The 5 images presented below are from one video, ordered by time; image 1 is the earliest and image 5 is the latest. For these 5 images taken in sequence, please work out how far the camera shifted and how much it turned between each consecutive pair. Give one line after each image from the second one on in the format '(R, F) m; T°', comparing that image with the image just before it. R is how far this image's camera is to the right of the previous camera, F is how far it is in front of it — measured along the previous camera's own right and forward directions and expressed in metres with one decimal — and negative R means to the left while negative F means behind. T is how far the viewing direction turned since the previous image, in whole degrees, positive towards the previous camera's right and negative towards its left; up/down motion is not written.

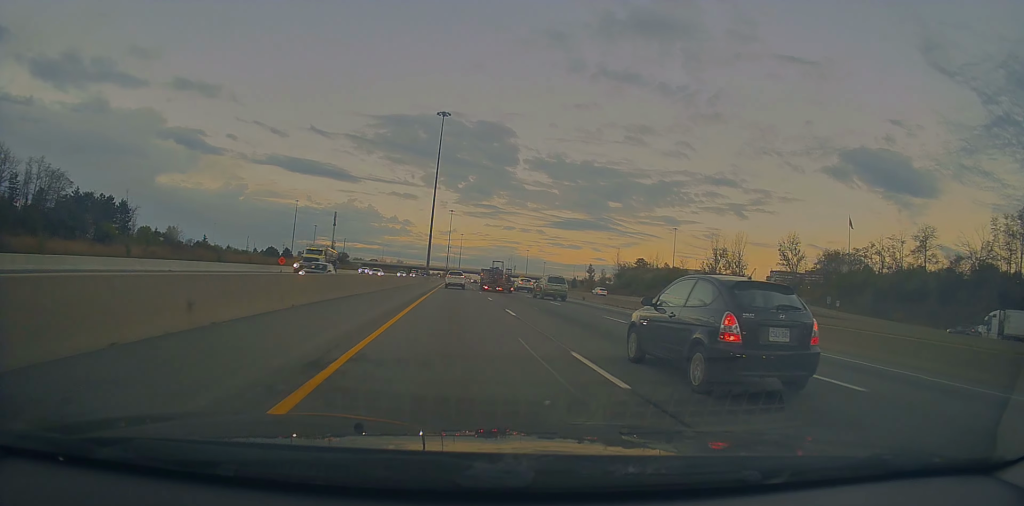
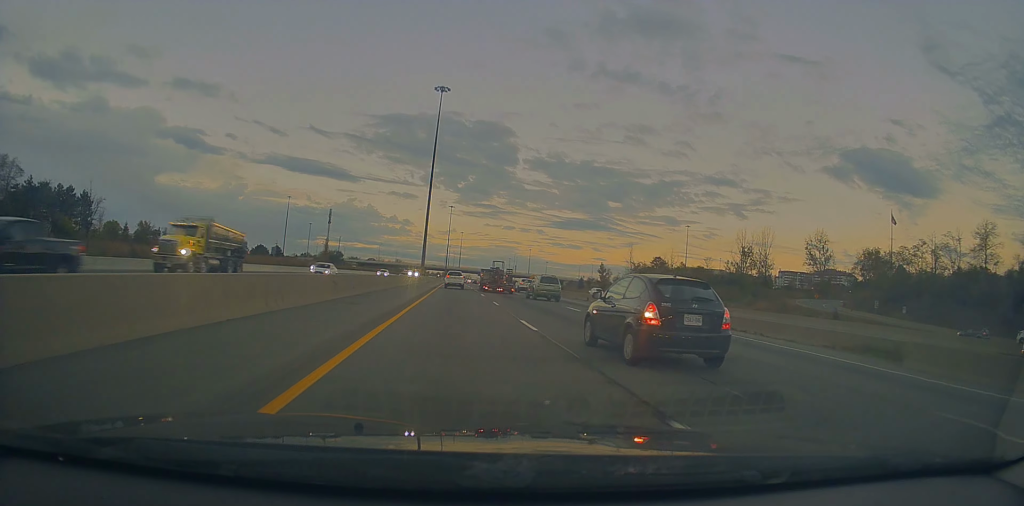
(-0.5, +17.2) m; 0°
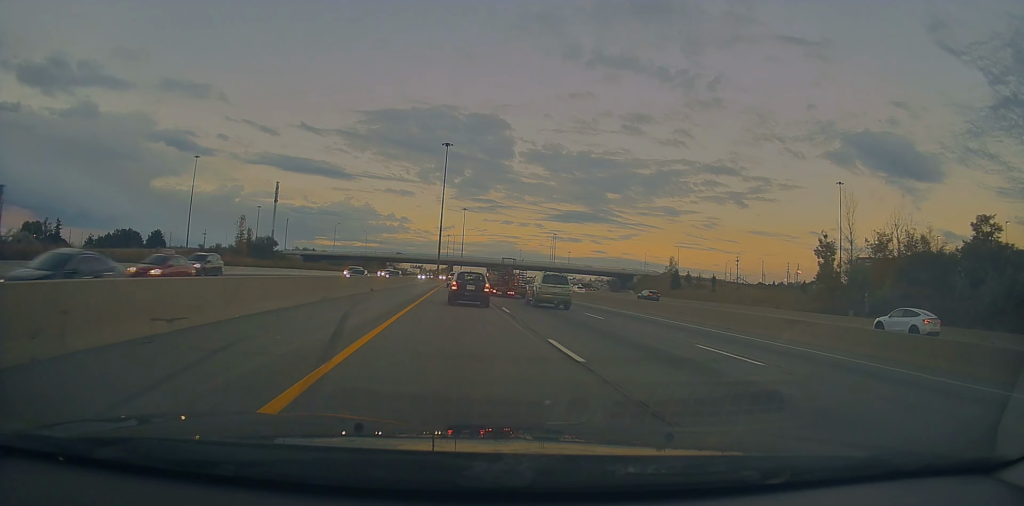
(+0.6, +126.1) m; 0°
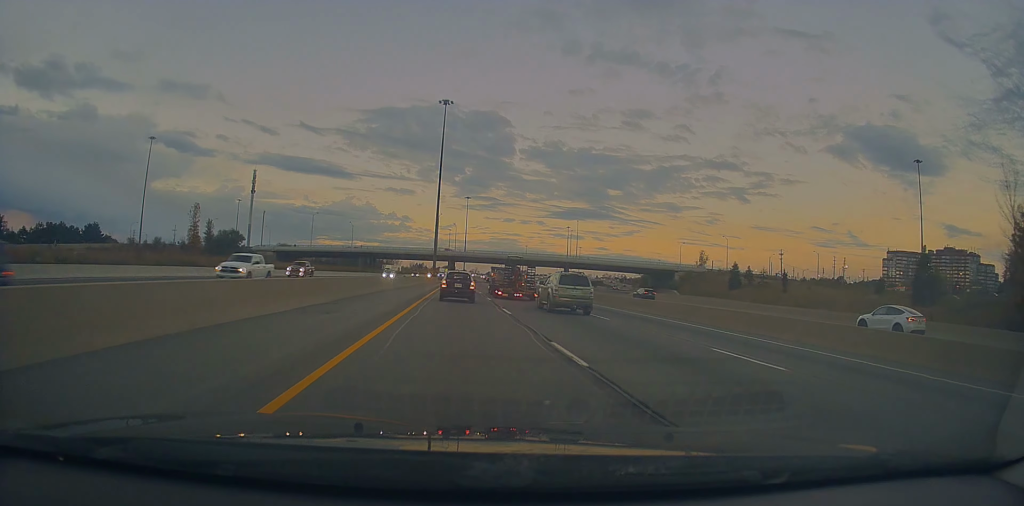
(-0.3, +36.7) m; 0°
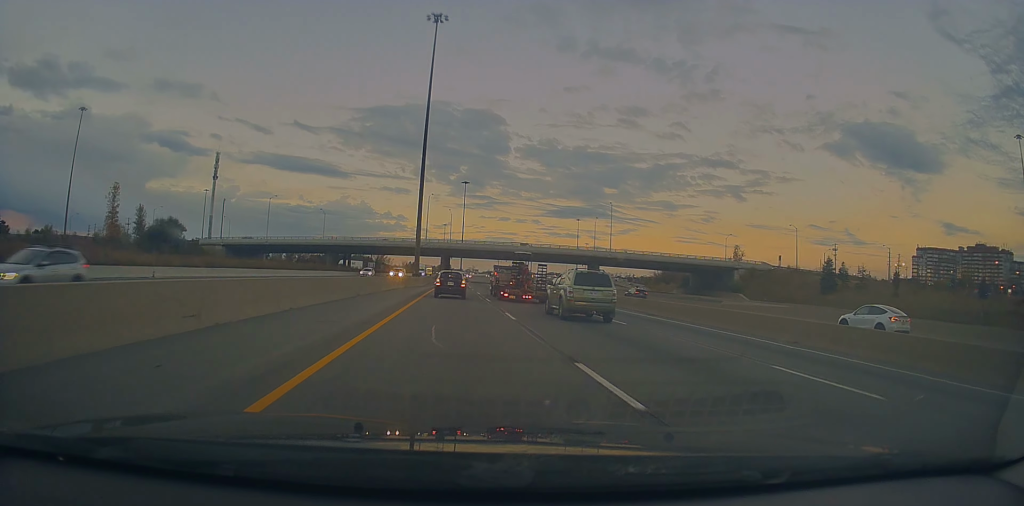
(+0.2, +39.3) m; 0°
